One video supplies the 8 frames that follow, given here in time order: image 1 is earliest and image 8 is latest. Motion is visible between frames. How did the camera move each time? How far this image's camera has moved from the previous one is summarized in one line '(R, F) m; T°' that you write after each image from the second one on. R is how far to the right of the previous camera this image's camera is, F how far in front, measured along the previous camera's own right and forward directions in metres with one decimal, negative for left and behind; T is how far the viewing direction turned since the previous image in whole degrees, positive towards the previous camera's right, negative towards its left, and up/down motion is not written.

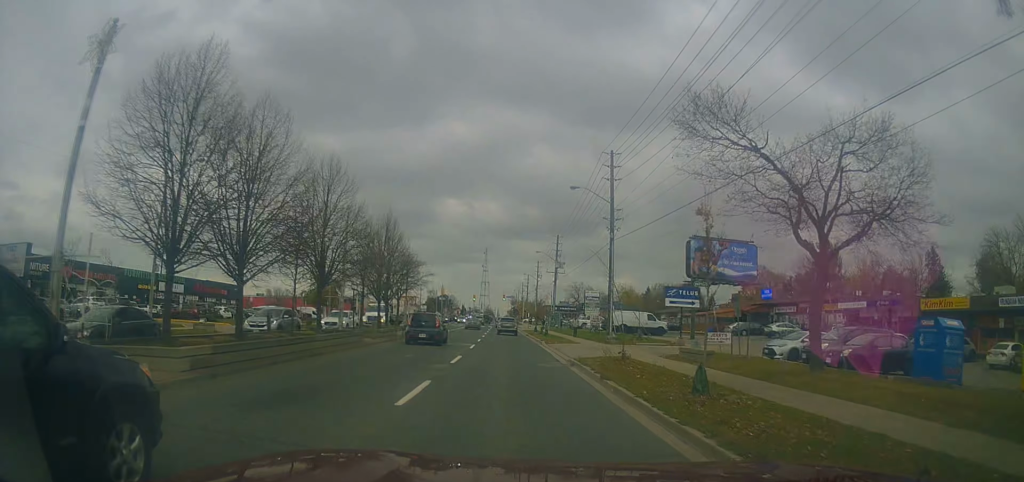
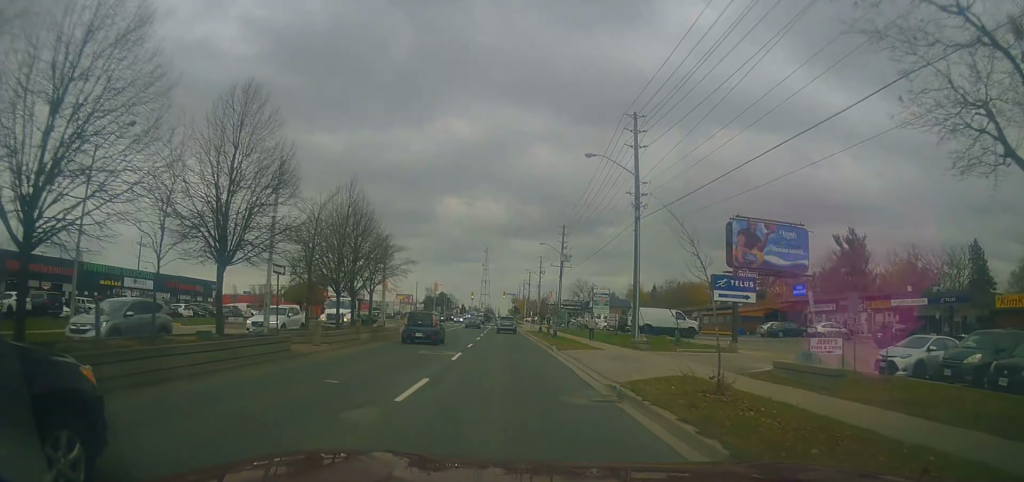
(+0.1, +8.7) m; 0°
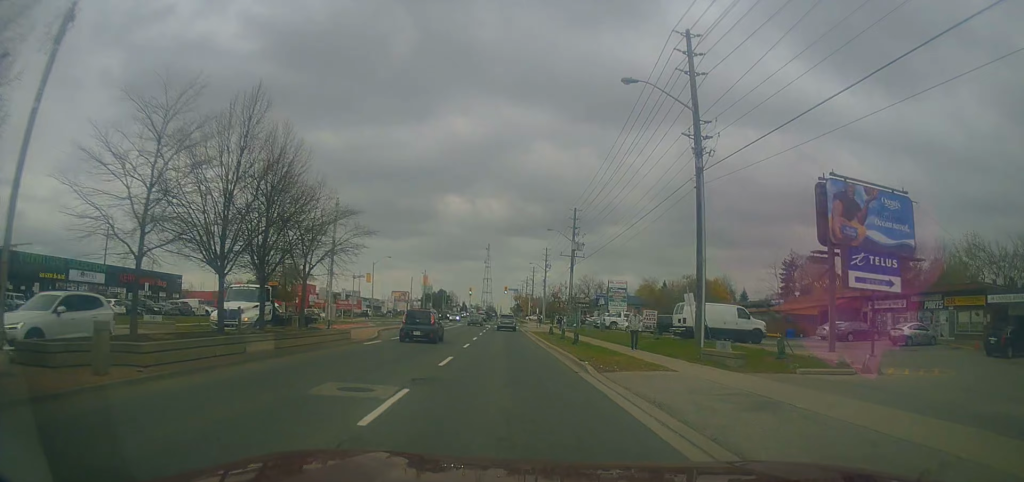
(+0.1, +11.7) m; 0°
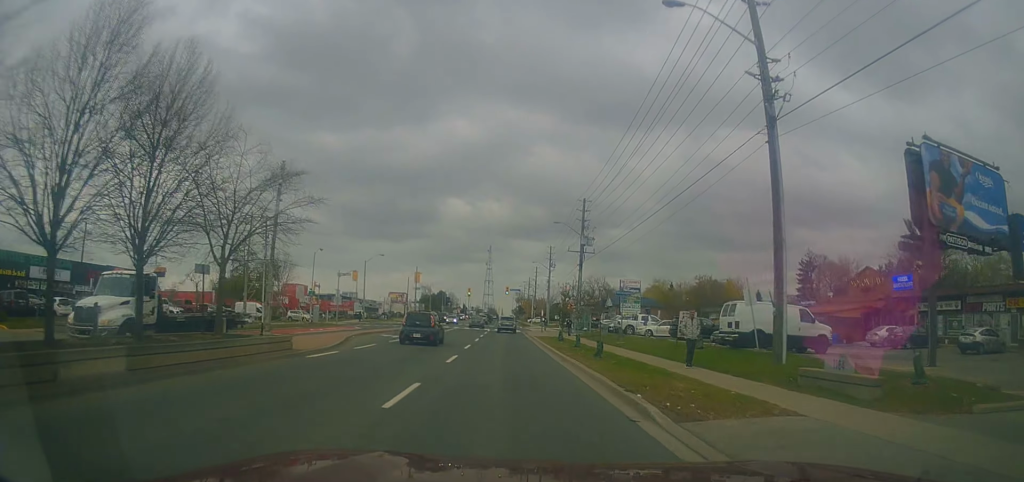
(+0.1, +7.1) m; -1°
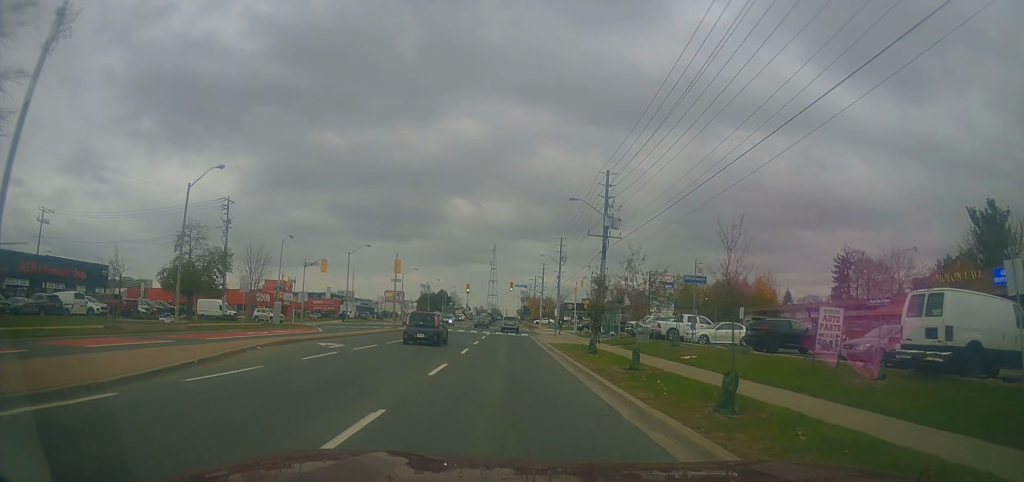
(-0.3, +12.7) m; 0°
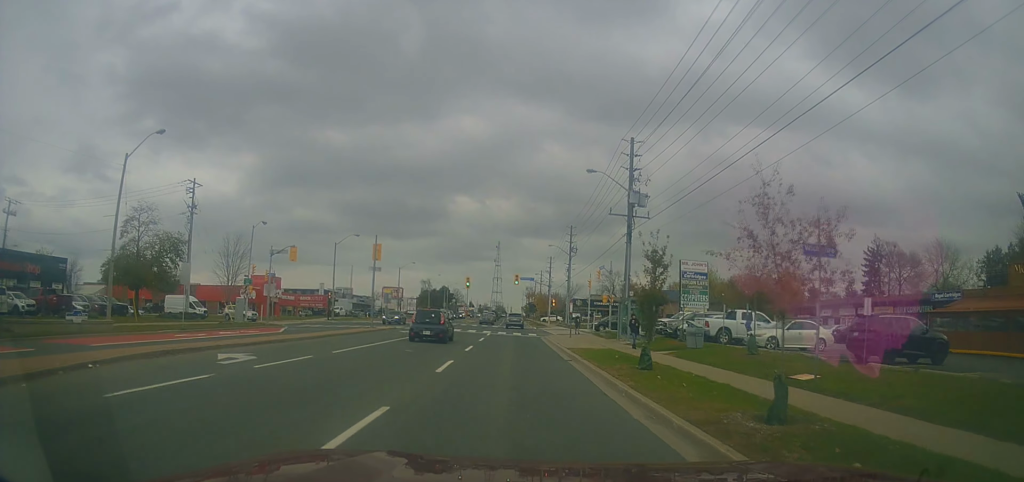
(+0.3, +8.9) m; +1°
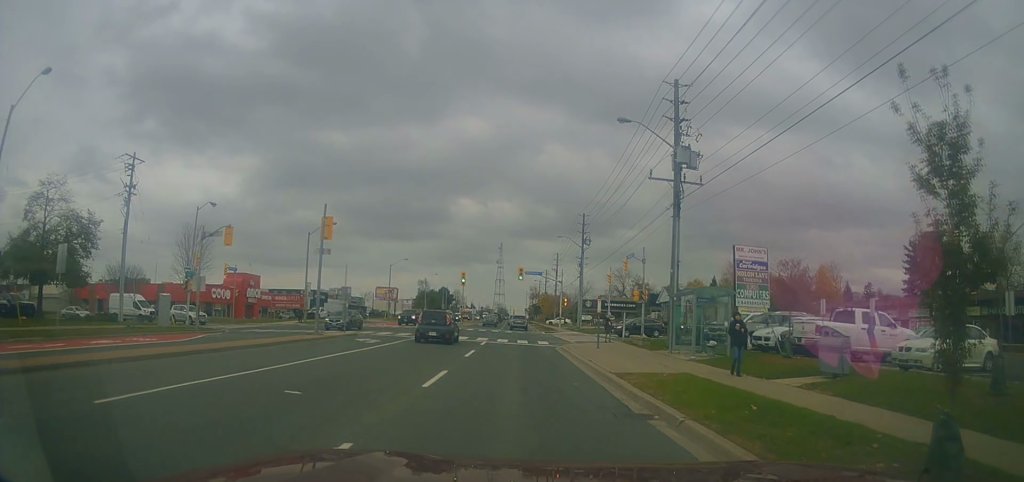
(+0.1, +11.4) m; -1°
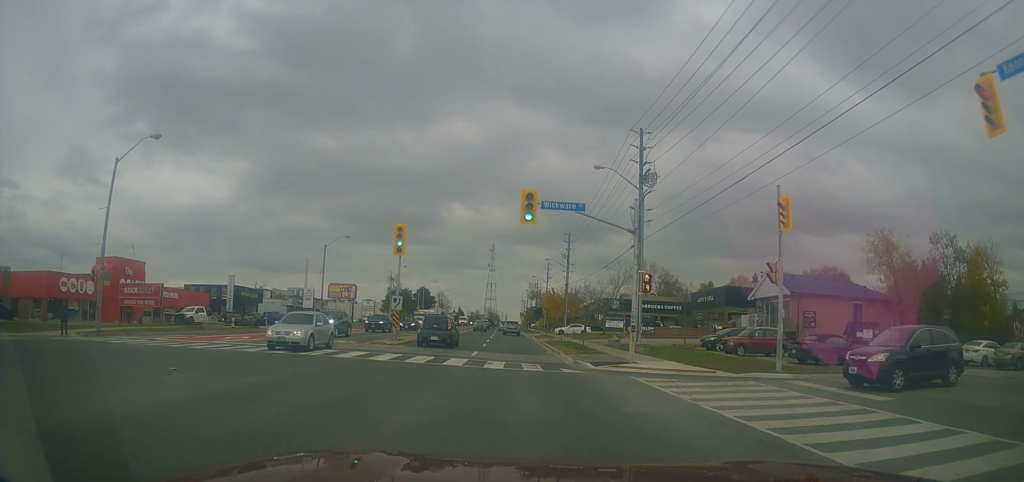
(-0.1, +35.1) m; 0°
